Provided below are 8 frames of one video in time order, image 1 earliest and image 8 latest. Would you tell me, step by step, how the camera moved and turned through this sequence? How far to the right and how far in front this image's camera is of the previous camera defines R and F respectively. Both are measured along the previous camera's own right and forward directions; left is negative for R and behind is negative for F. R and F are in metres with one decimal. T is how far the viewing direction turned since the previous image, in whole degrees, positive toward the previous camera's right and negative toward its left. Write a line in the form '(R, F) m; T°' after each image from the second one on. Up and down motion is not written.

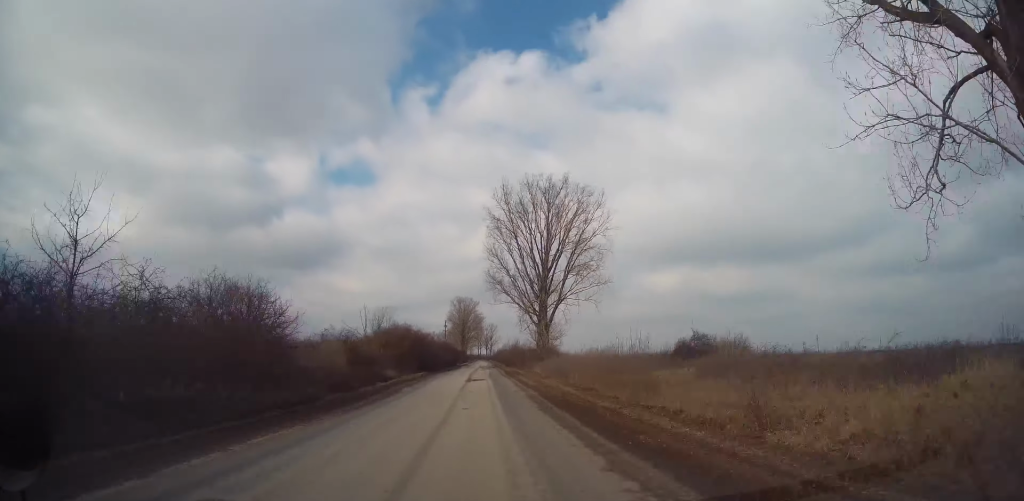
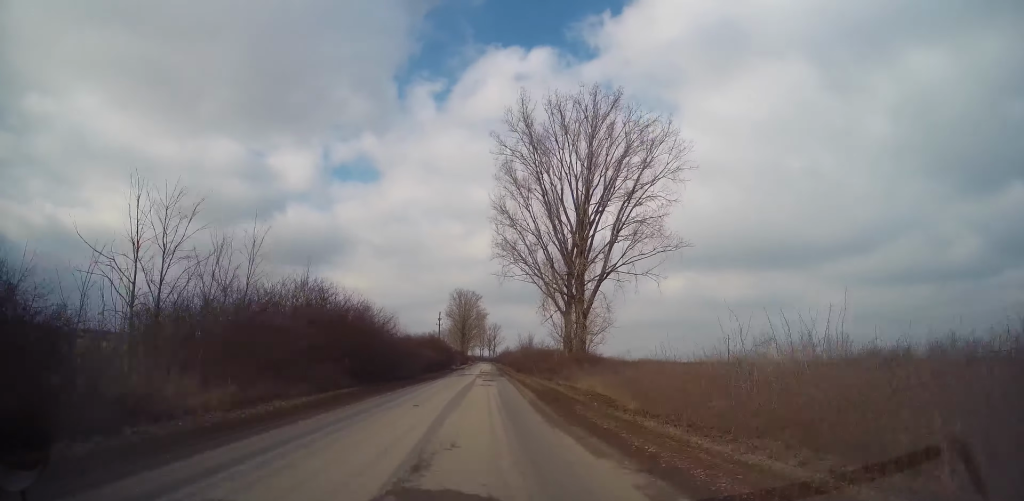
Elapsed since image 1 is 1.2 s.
(+0.3, +25.3) m; 0°
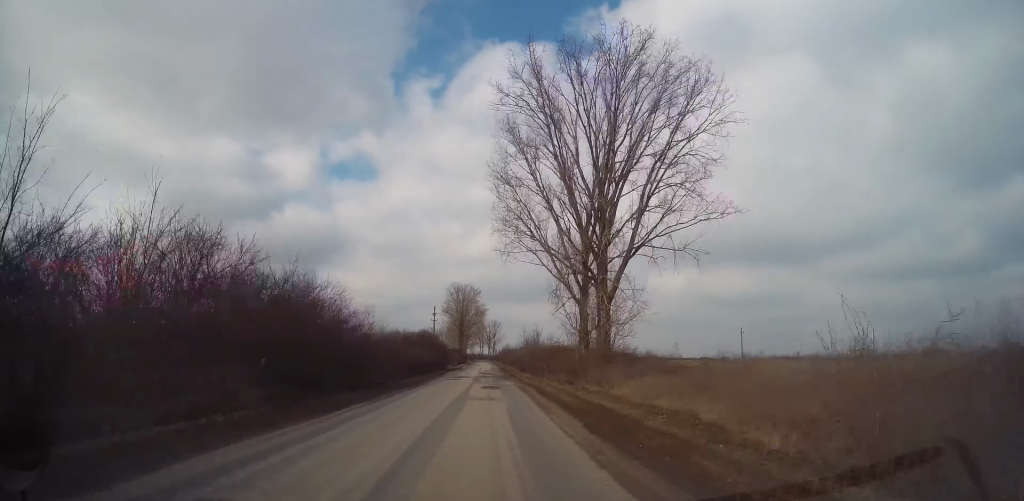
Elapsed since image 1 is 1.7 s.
(-0.1, +9.7) m; 0°
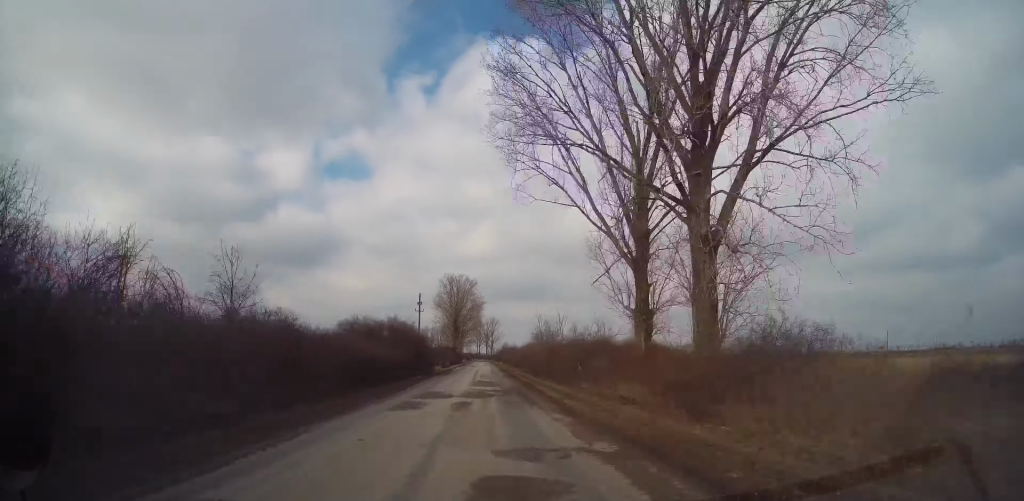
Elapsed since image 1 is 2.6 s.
(-0.2, +18.6) m; 0°
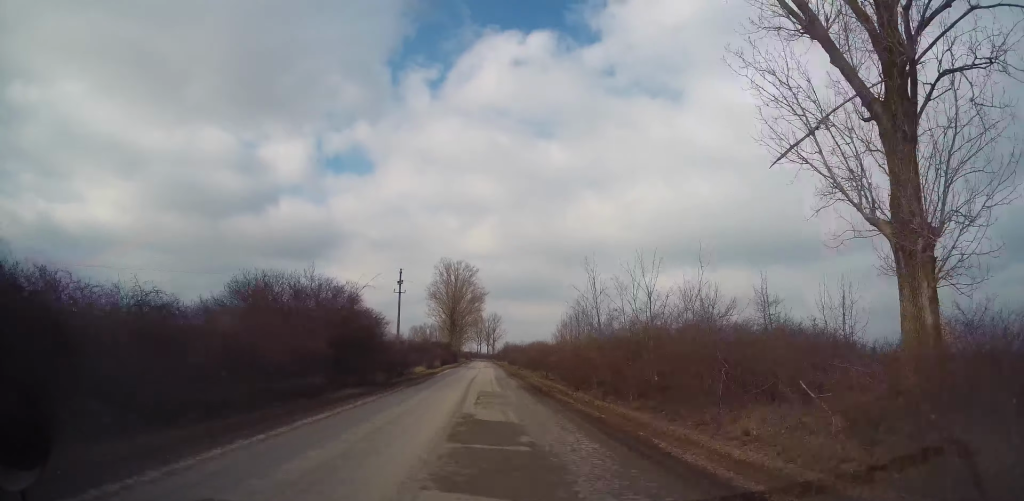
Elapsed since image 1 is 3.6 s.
(+0.1, +20.0) m; +1°
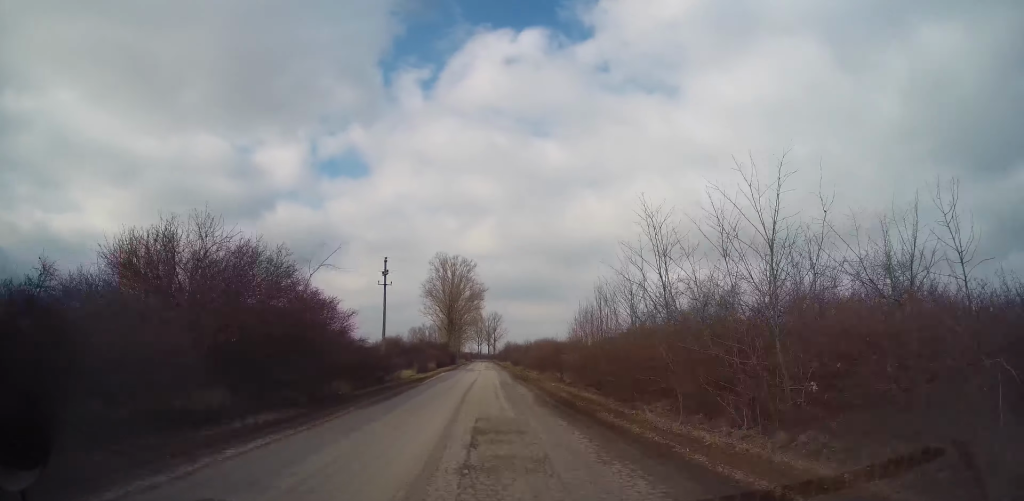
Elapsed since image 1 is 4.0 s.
(+0.1, +8.3) m; 0°
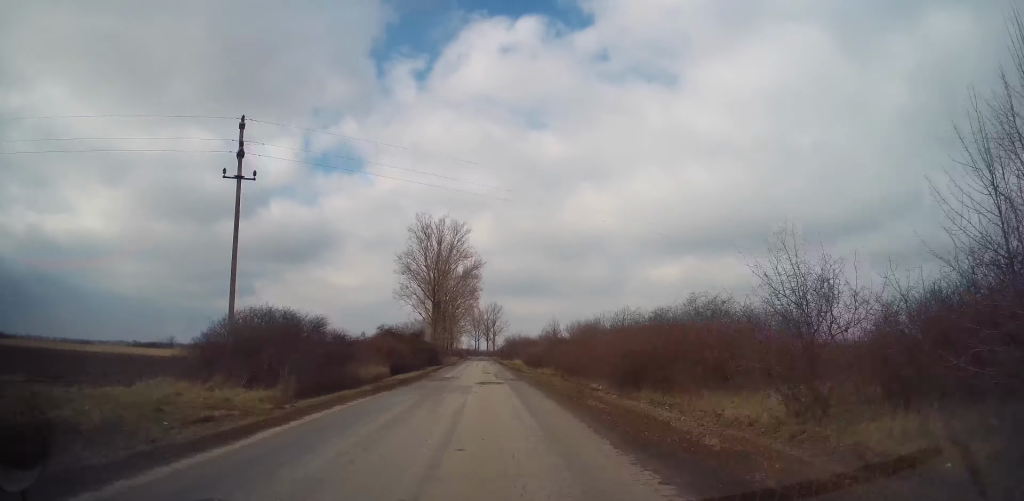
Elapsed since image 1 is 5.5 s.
(+0.1, +30.8) m; -1°
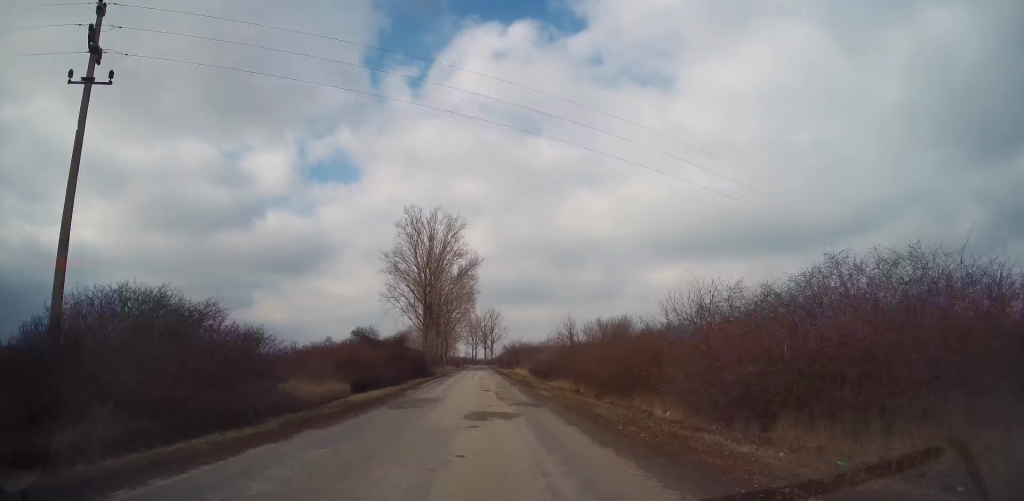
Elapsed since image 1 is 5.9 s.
(-0.1, +9.5) m; 0°
